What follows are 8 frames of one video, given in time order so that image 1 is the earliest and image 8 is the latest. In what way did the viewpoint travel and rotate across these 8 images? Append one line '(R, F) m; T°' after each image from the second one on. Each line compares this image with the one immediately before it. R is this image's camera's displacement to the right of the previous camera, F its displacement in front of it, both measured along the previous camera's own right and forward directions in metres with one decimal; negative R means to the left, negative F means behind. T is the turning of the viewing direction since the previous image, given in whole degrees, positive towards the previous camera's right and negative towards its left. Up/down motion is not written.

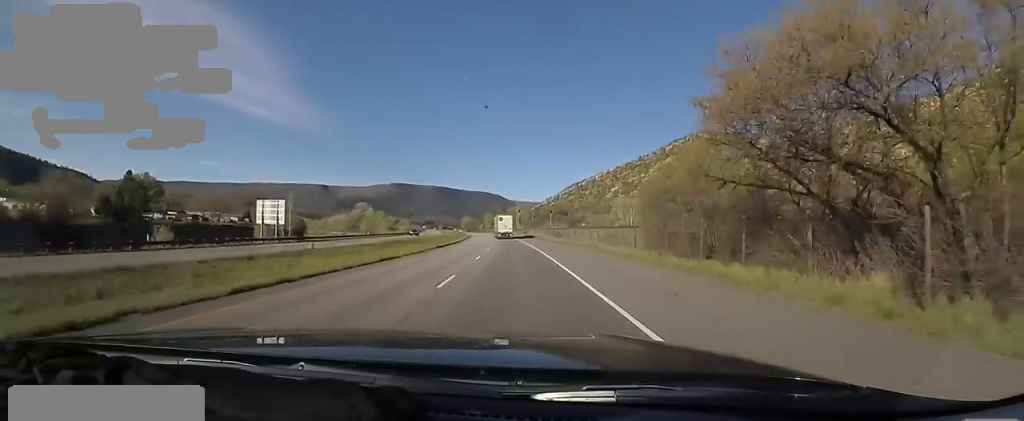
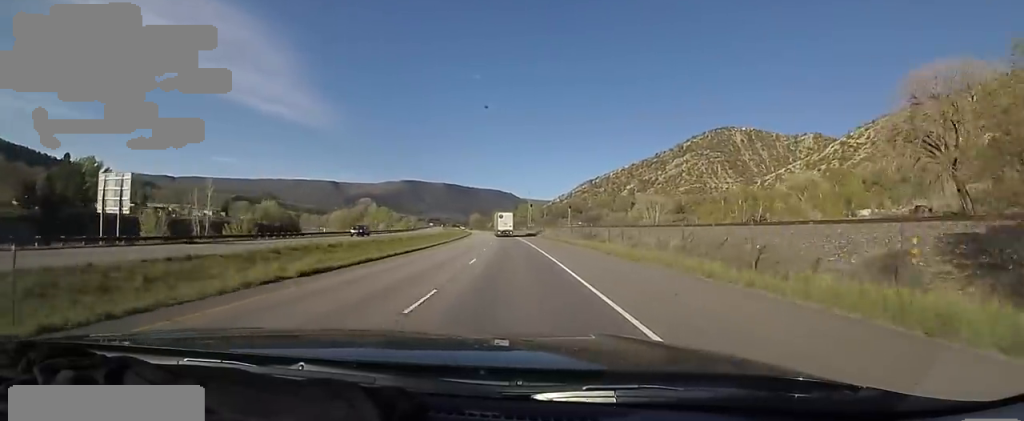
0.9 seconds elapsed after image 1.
(-0.8, +28.1) m; -3°
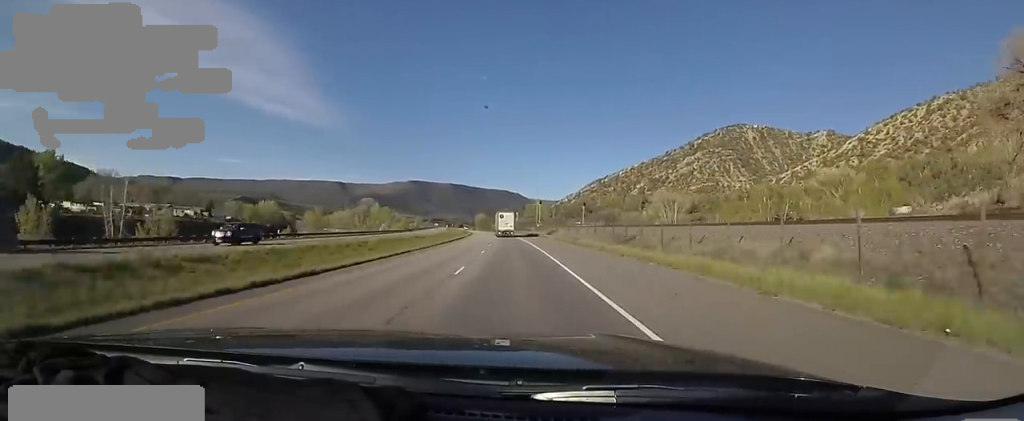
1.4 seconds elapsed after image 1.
(-0.2, +16.6) m; -2°
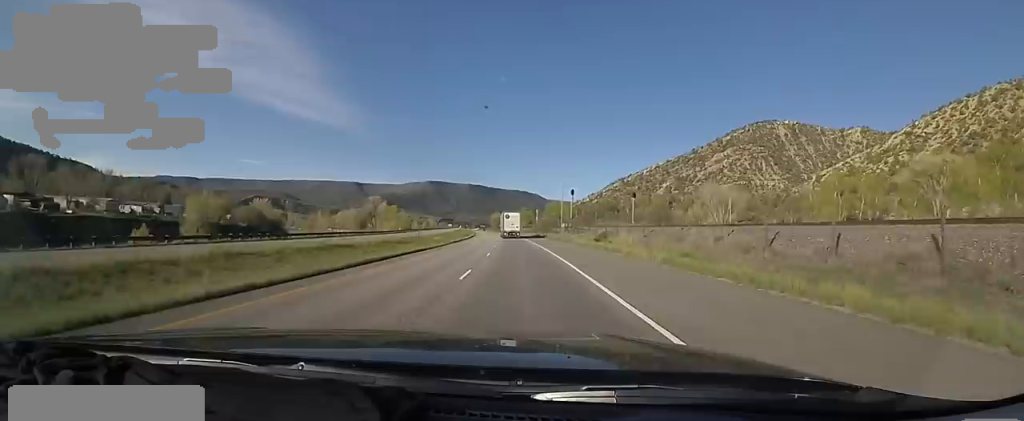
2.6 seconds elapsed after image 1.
(-1.3, +37.4) m; -2°
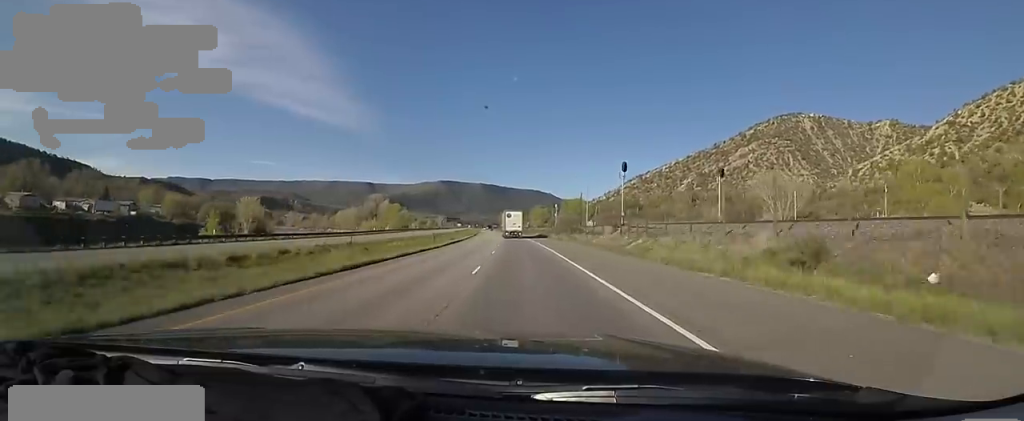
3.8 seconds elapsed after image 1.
(+0.1, +35.2) m; 0°
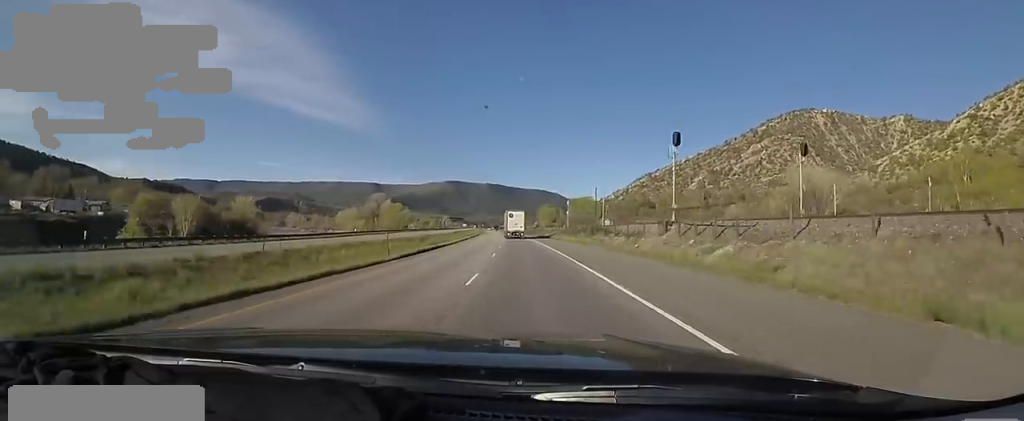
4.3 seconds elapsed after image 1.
(0.0, +15.6) m; -1°
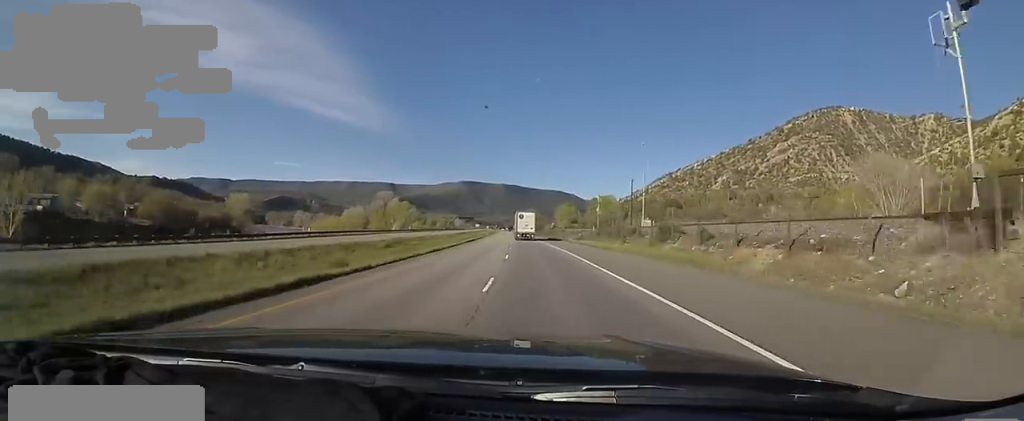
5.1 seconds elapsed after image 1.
(-0.3, +25.0) m; -1°
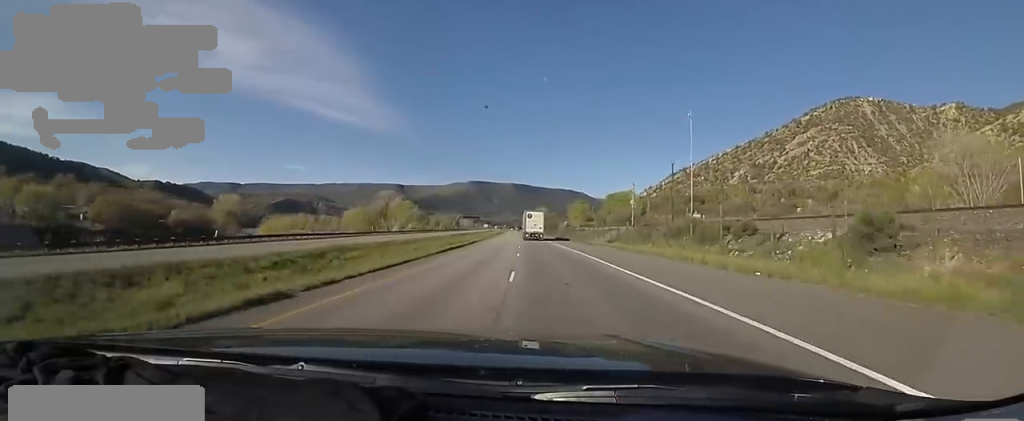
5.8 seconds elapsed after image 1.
(-0.4, +21.9) m; -1°
